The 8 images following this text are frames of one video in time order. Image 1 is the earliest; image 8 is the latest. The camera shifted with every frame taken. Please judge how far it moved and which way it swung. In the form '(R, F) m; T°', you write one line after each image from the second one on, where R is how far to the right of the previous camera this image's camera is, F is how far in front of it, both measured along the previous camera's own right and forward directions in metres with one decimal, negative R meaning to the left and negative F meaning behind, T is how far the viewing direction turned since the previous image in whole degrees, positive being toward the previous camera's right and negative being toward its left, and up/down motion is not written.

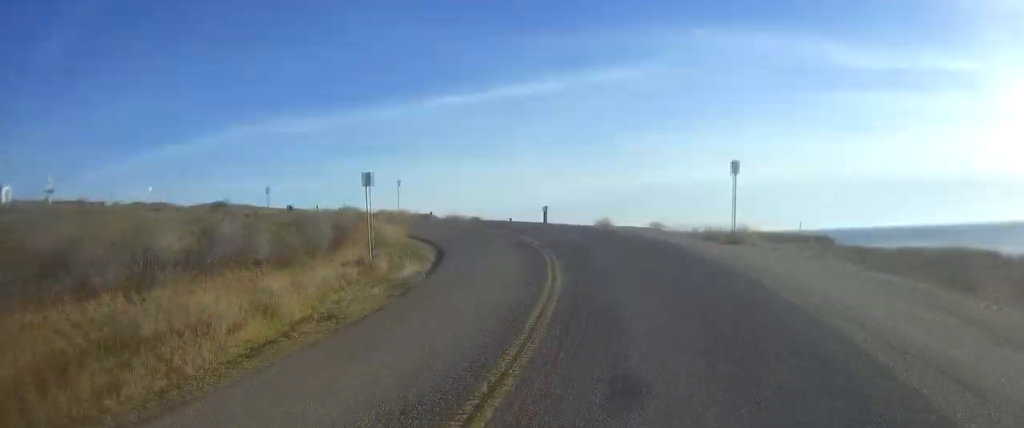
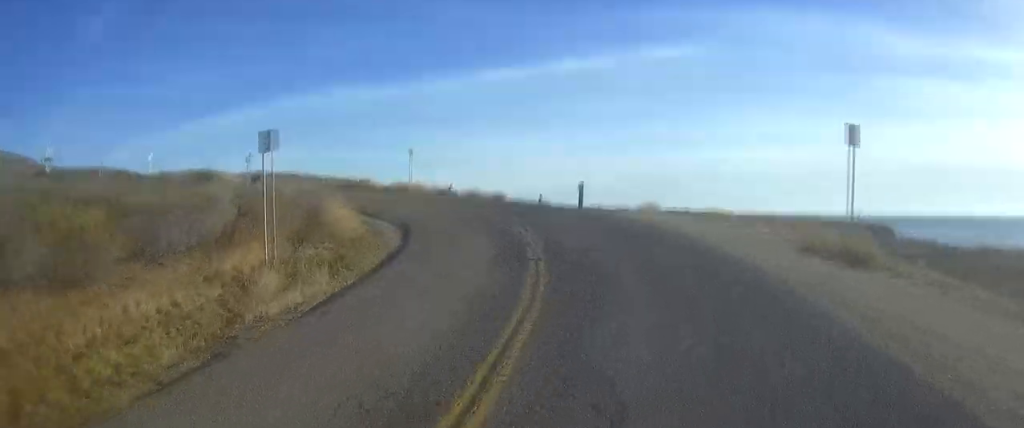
(-0.7, +9.5) m; -5°
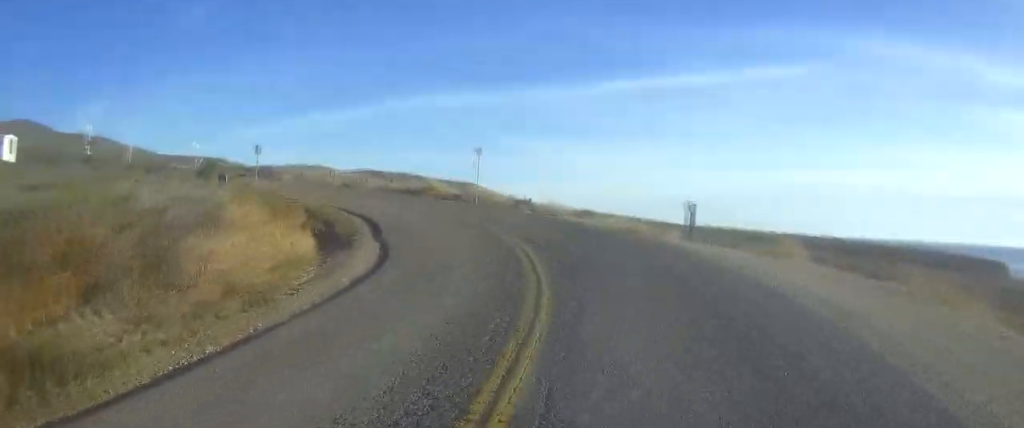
(-0.5, +11.2) m; -7°
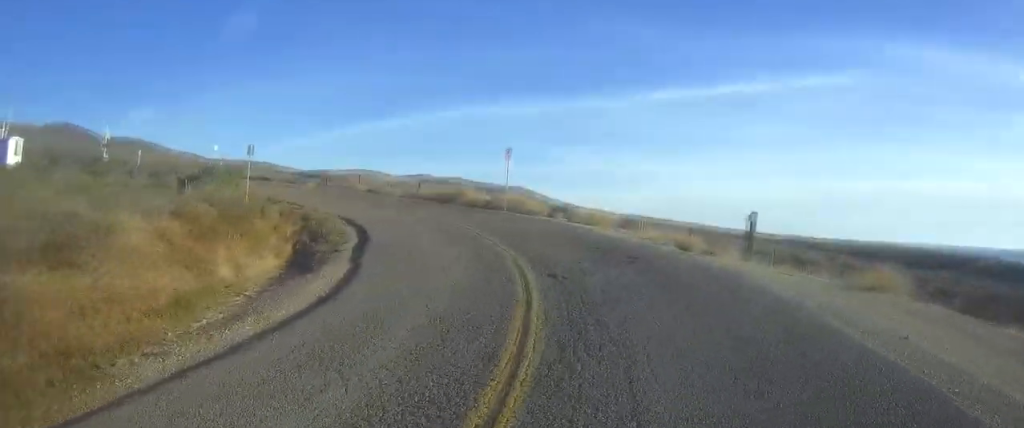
(+0.1, +5.0) m; -4°
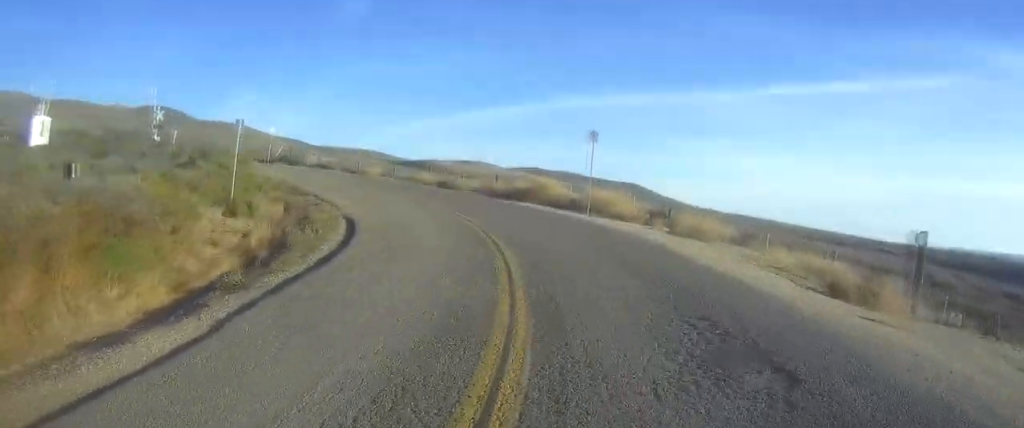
(-0.9, +8.4) m; -12°
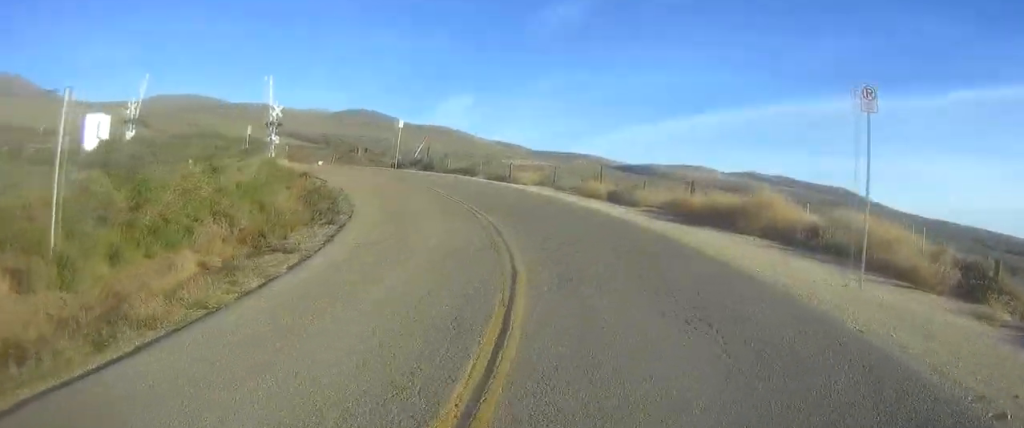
(-2.9, +14.4) m; -21°
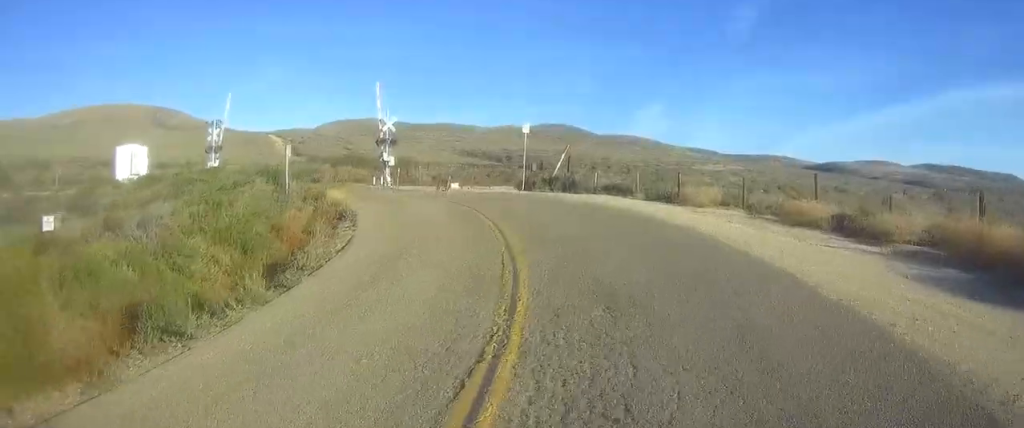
(-2.3, +12.5) m; -19°
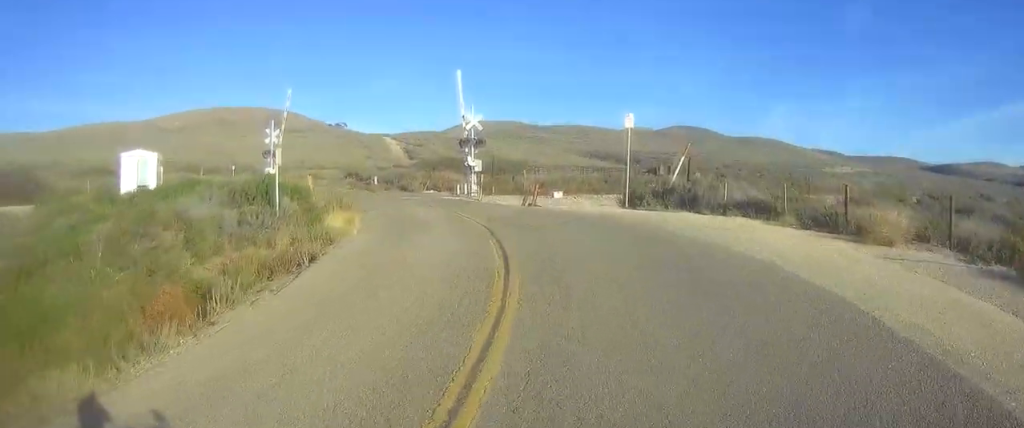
(-0.8, +8.8) m; -13°
